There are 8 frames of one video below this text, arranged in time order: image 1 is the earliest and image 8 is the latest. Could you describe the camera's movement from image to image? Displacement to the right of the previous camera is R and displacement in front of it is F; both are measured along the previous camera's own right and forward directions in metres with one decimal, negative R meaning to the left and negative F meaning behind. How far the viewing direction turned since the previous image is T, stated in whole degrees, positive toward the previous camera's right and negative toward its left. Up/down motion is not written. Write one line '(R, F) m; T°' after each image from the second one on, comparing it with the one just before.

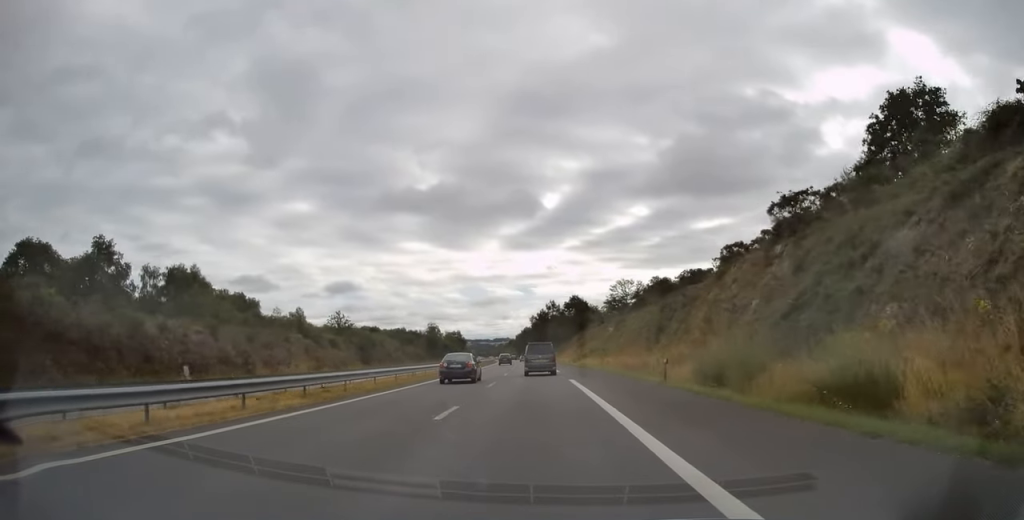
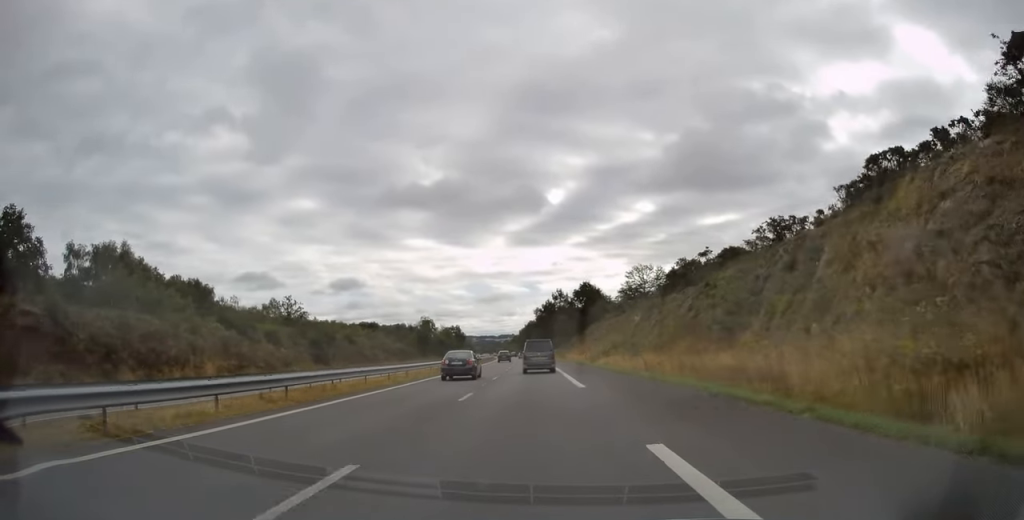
(-0.1, +21.2) m; -1°
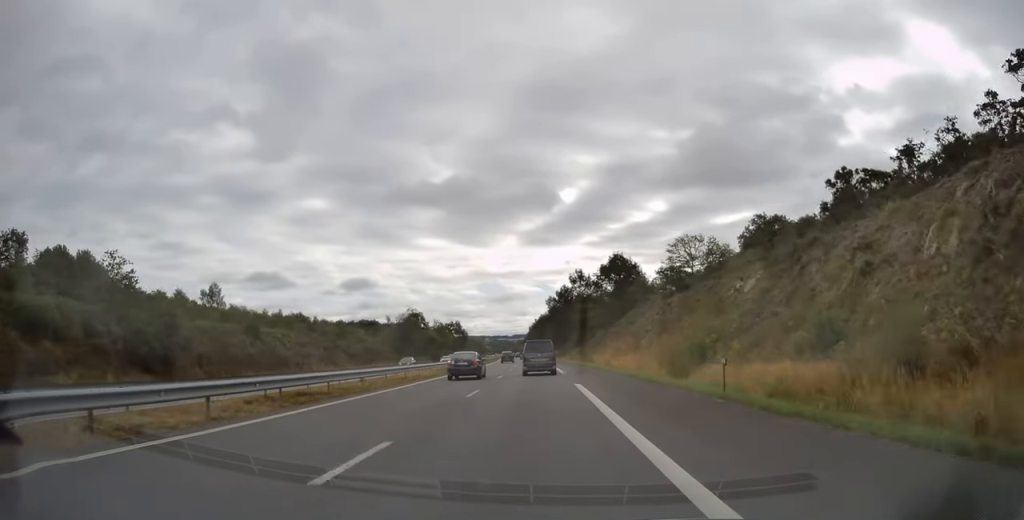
(-0.4, +36.3) m; -1°
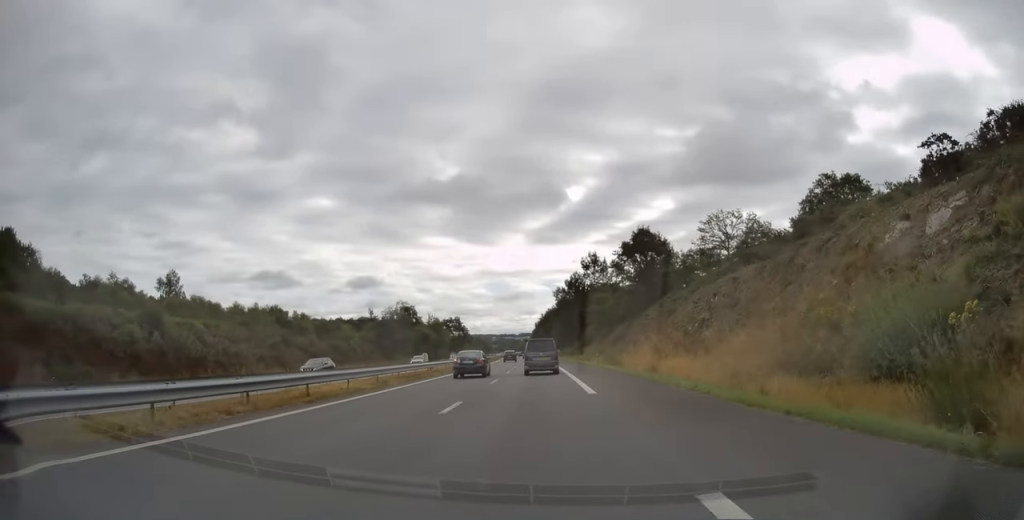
(+0.1, +18.1) m; -1°
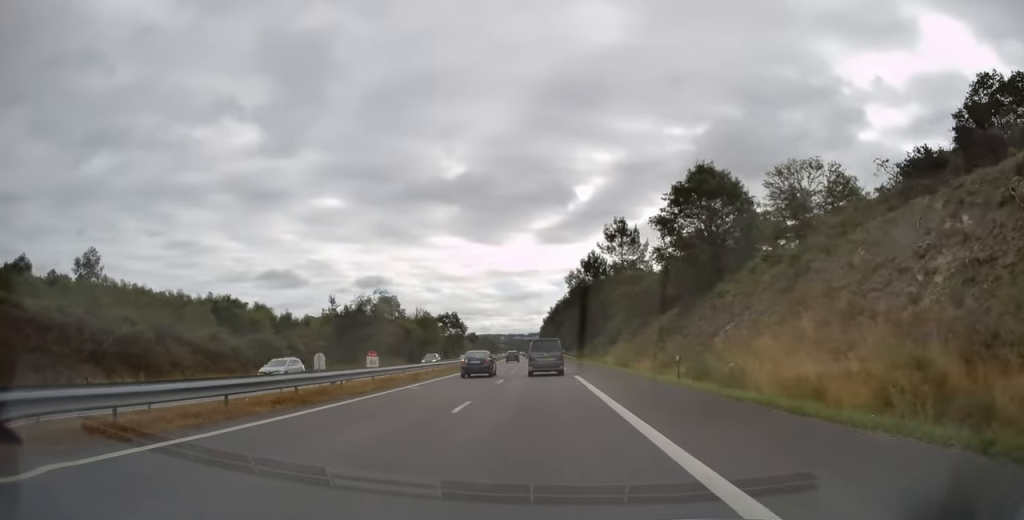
(-0.7, +25.4) m; -1°
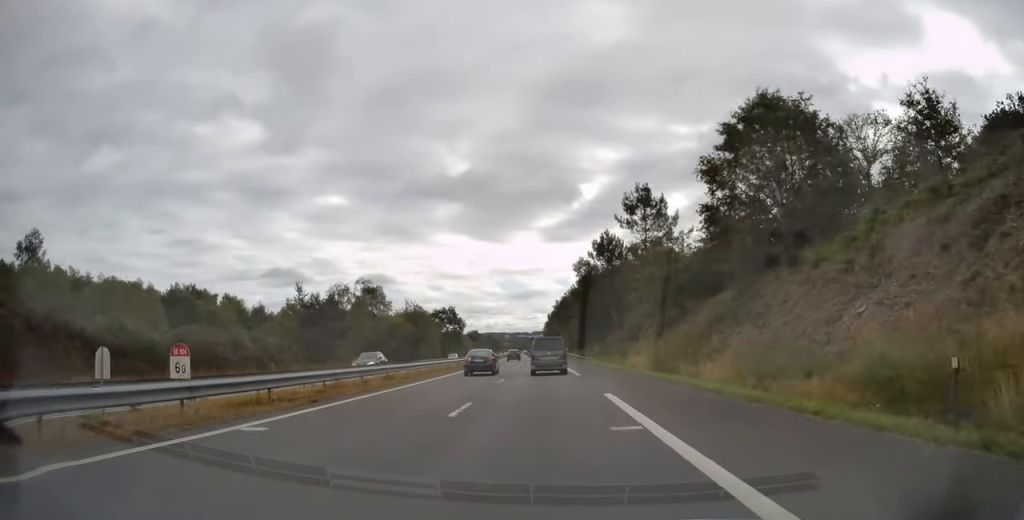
(0.0, +14.0) m; 0°
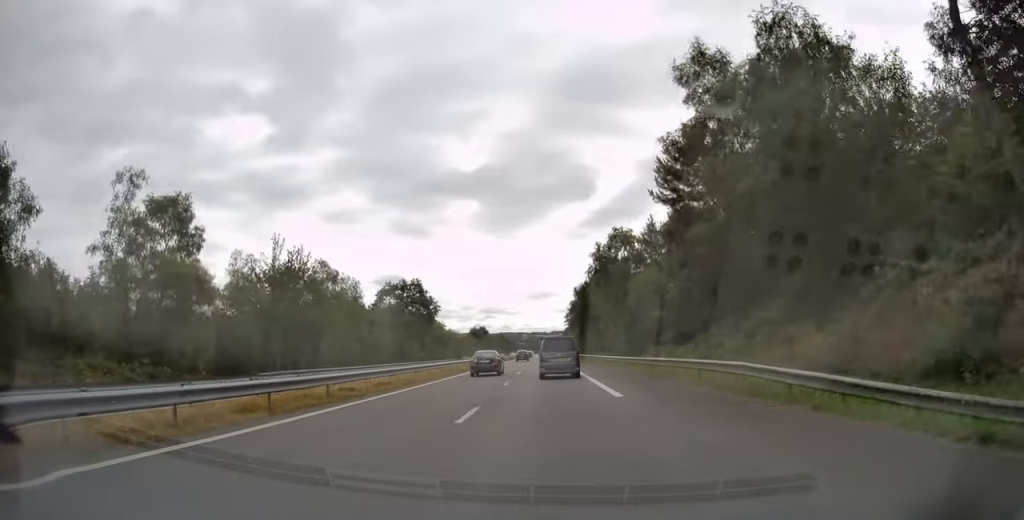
(-0.5, +64.8) m; -1°
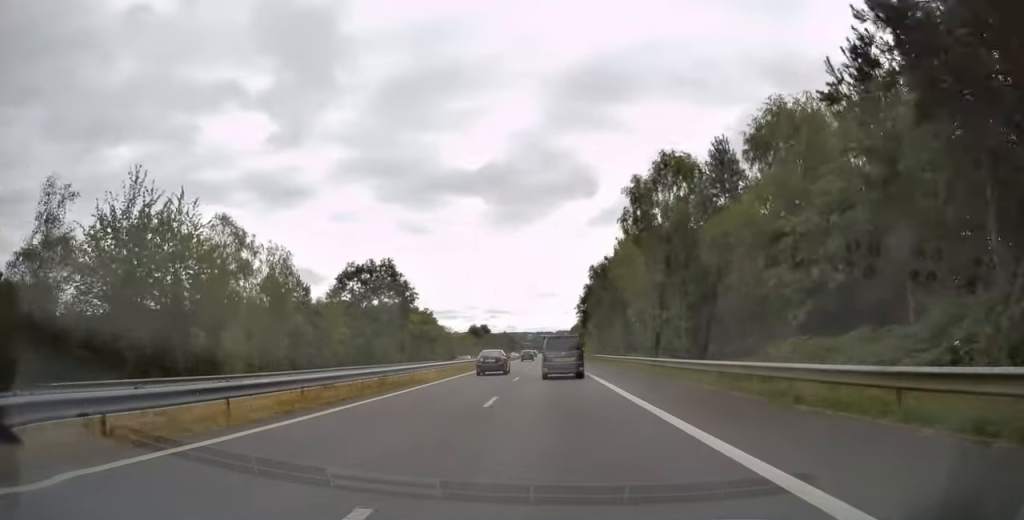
(-0.1, +22.3) m; 0°
